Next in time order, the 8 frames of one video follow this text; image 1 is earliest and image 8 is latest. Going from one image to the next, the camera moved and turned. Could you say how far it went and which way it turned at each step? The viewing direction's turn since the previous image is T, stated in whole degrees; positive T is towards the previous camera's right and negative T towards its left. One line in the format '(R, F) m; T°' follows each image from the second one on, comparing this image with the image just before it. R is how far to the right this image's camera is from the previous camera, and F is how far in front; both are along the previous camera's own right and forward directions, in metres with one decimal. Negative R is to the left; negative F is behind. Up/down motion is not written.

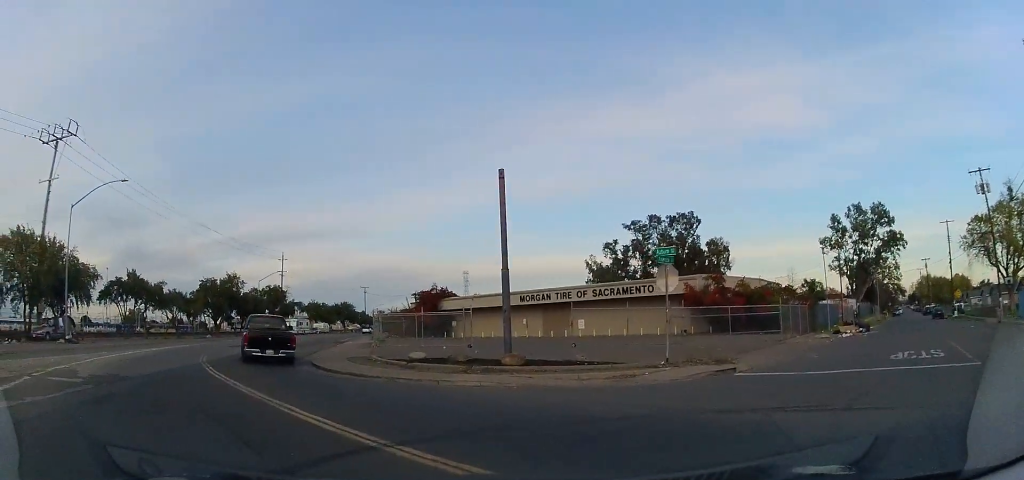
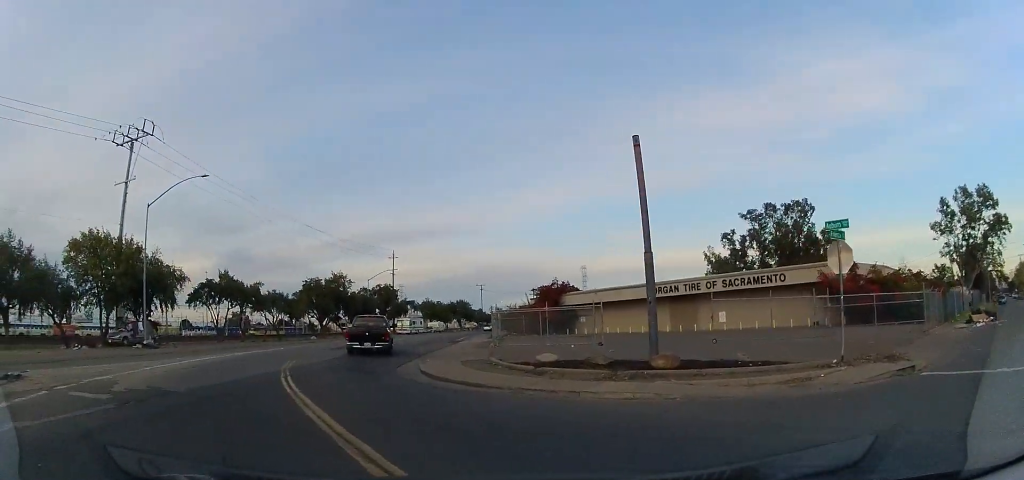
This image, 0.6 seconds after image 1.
(-0.4, +2.9) m; -11°
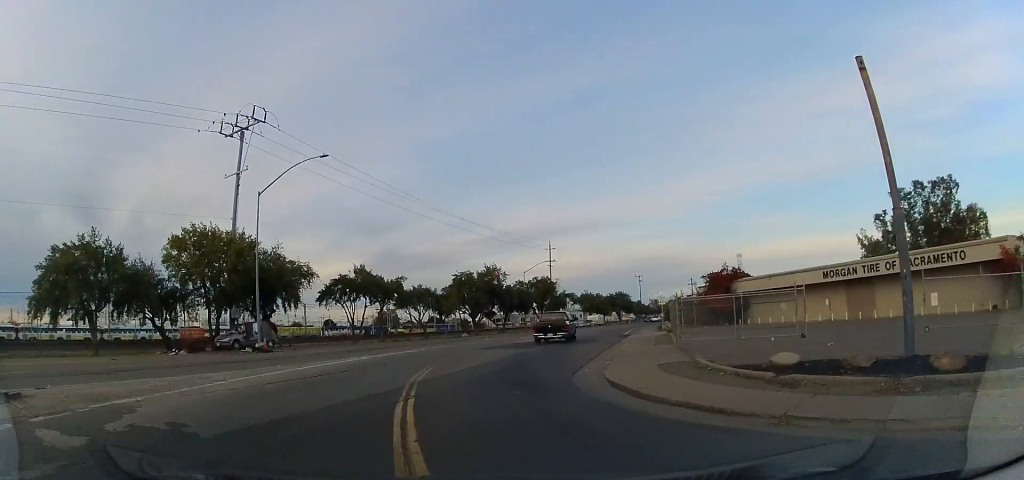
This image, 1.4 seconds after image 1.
(-0.6, +4.5) m; -12°
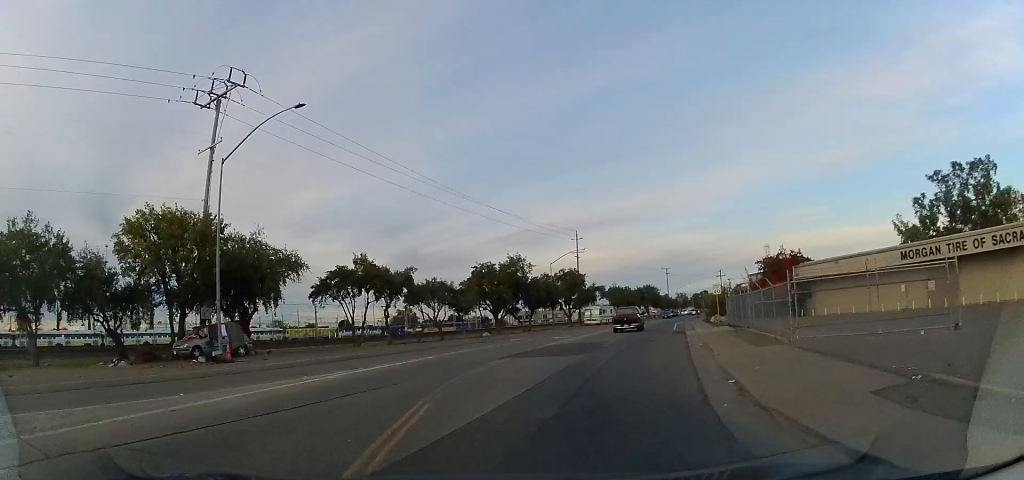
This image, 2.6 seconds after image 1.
(-0.8, +7.2) m; -9°
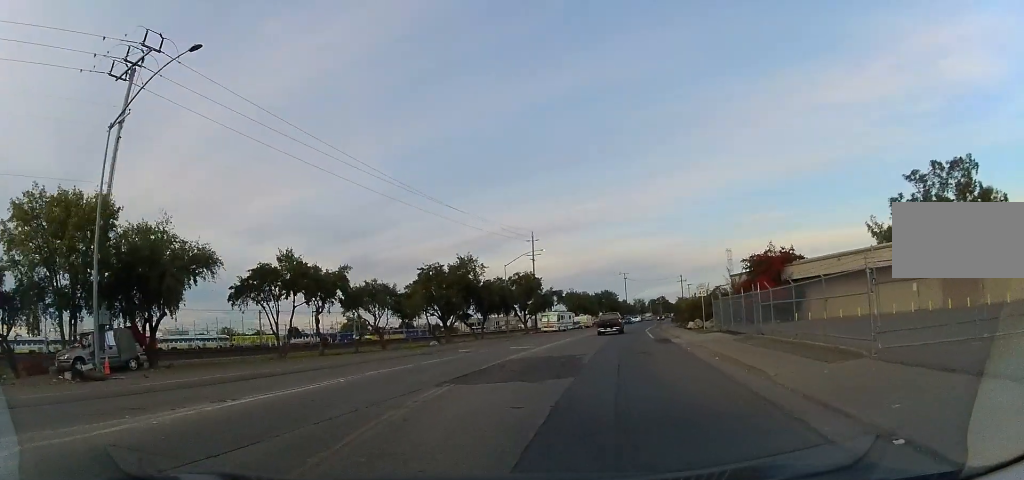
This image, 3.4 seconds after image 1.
(-0.1, +5.8) m; +1°
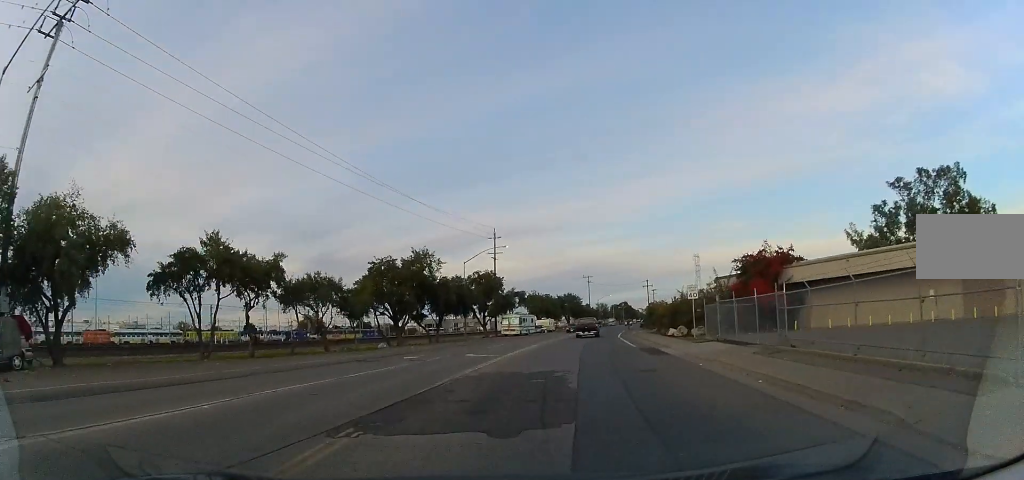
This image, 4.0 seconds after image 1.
(0.0, +4.9) m; +4°
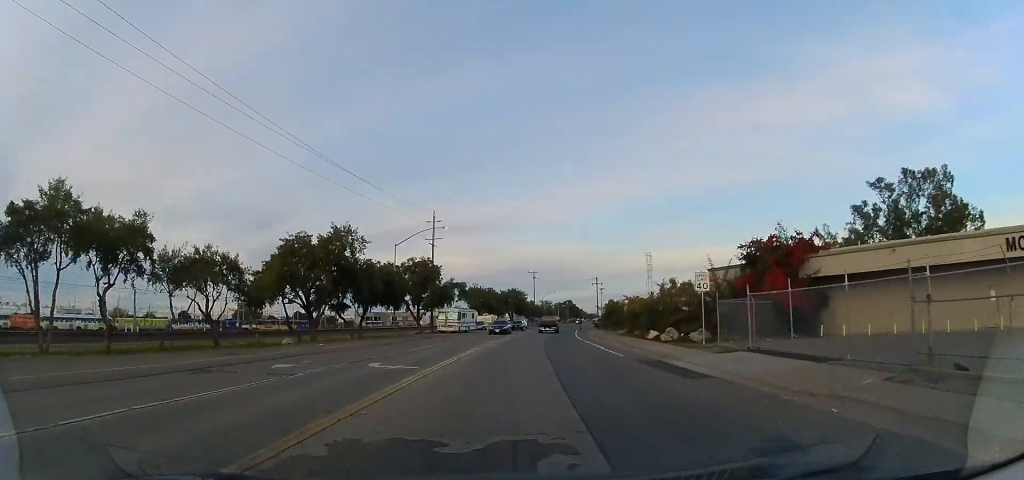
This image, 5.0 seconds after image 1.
(+0.7, +8.9) m; +7°
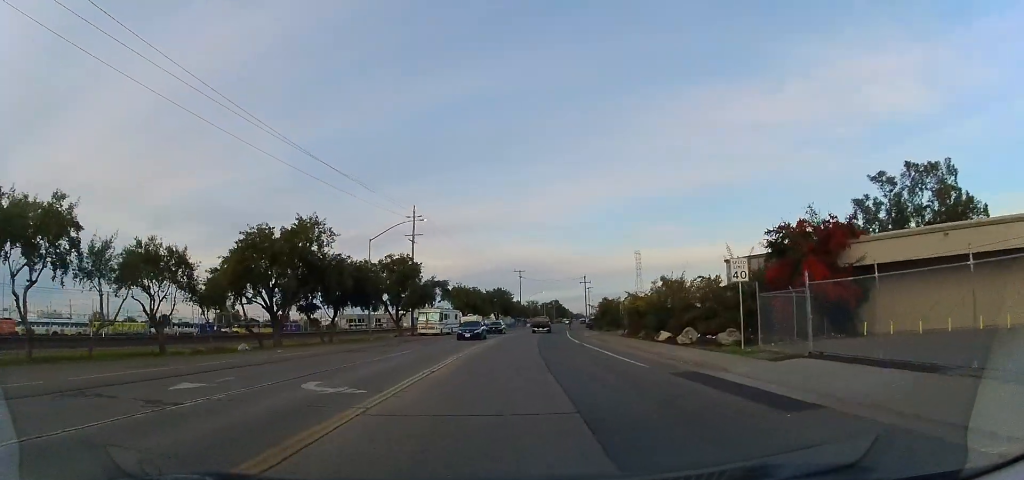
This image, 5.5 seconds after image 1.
(+0.2, +4.7) m; +2°
